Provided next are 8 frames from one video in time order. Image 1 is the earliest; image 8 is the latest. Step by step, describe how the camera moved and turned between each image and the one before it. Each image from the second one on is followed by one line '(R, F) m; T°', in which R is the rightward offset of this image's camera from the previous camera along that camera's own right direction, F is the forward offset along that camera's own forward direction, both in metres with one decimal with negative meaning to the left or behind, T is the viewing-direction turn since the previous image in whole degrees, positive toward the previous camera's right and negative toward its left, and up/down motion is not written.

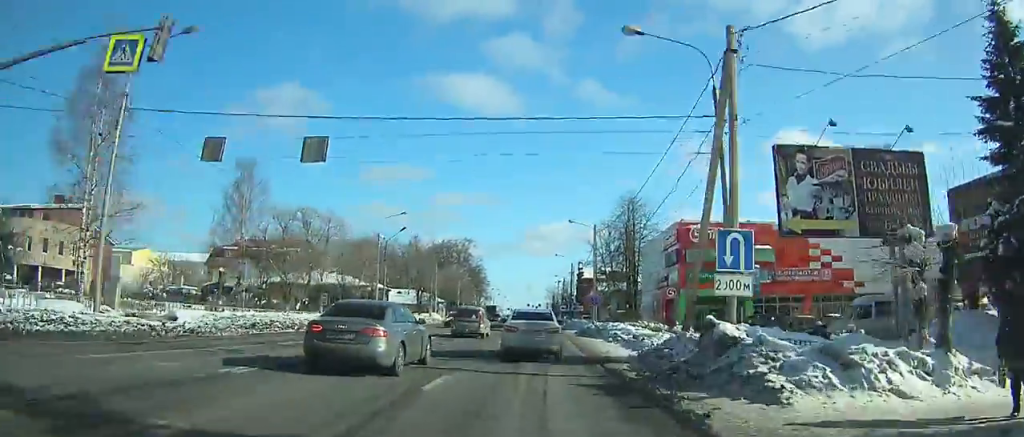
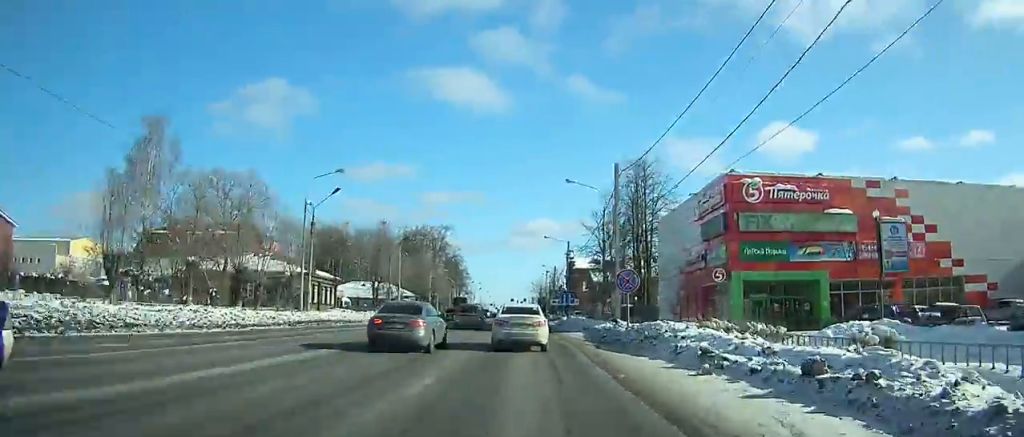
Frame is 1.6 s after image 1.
(-0.1, +16.5) m; 0°
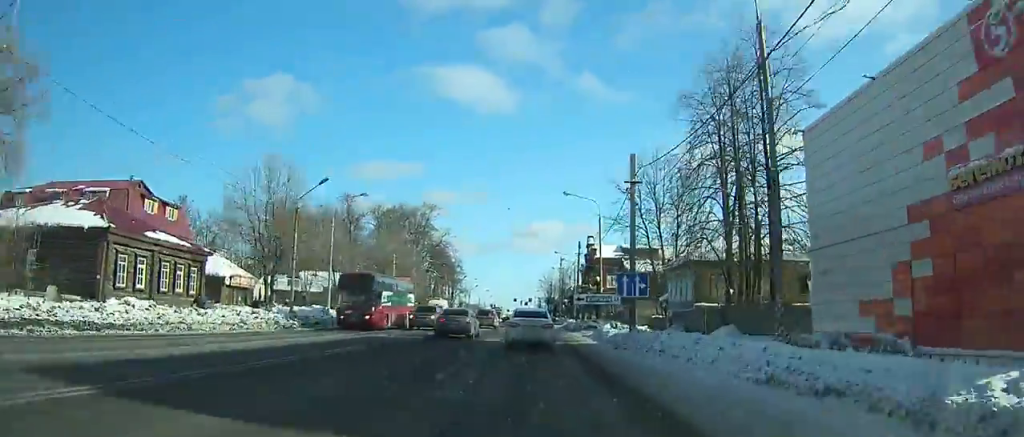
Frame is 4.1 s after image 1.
(0.0, +28.9) m; 0°
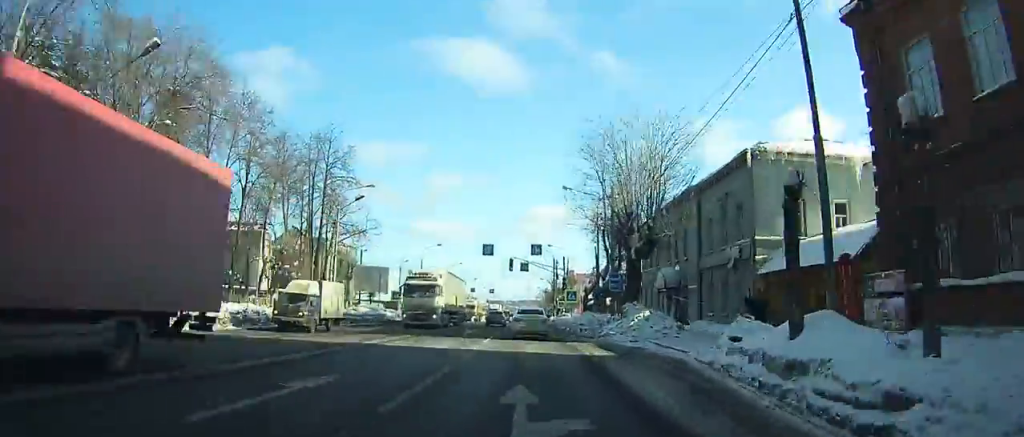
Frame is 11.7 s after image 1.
(-0.4, +104.5) m; -1°
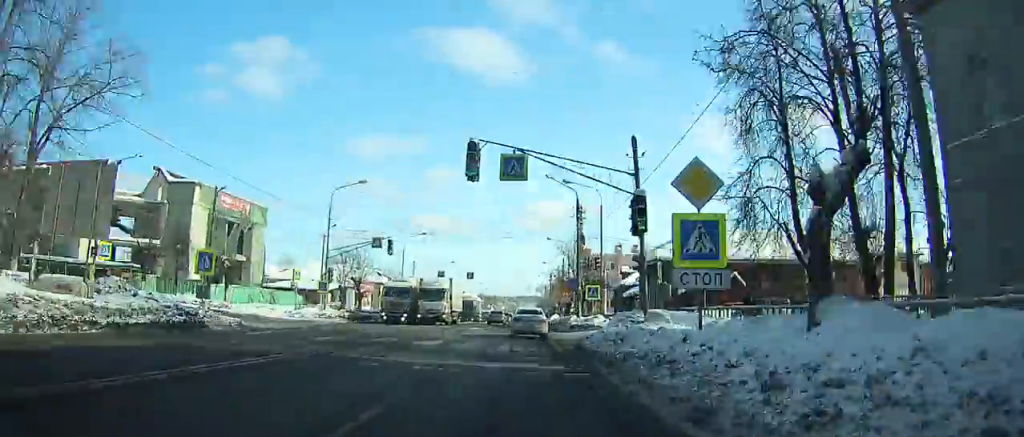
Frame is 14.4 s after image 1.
(-0.1, +39.9) m; 0°
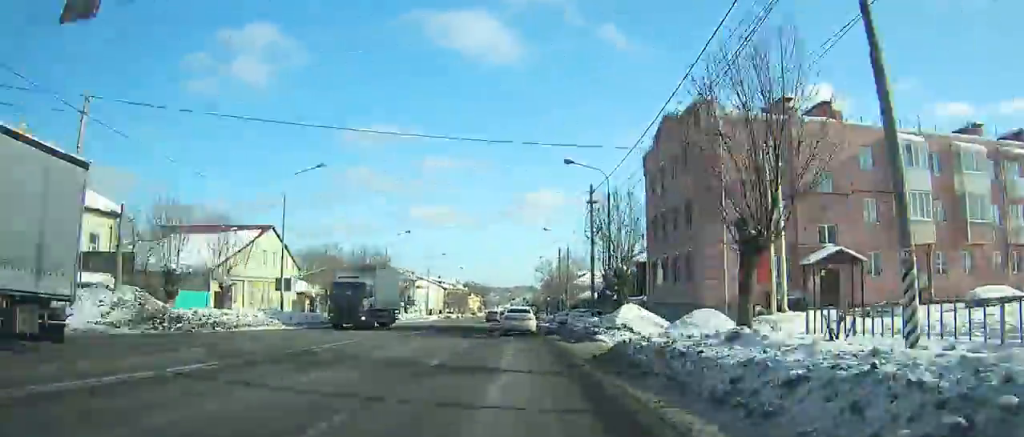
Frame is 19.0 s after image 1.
(+0.6, +69.4) m; 0°
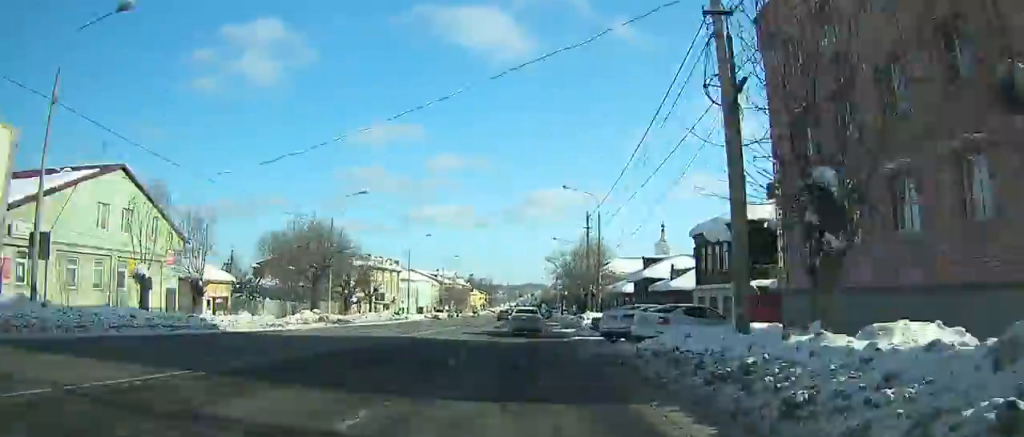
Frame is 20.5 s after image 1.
(-0.2, +23.1) m; 0°
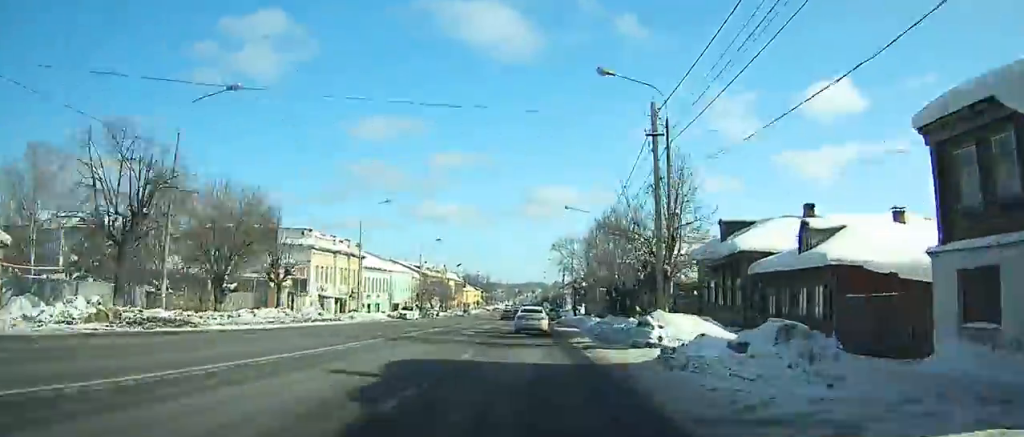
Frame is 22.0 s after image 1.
(-0.2, +23.0) m; 0°
